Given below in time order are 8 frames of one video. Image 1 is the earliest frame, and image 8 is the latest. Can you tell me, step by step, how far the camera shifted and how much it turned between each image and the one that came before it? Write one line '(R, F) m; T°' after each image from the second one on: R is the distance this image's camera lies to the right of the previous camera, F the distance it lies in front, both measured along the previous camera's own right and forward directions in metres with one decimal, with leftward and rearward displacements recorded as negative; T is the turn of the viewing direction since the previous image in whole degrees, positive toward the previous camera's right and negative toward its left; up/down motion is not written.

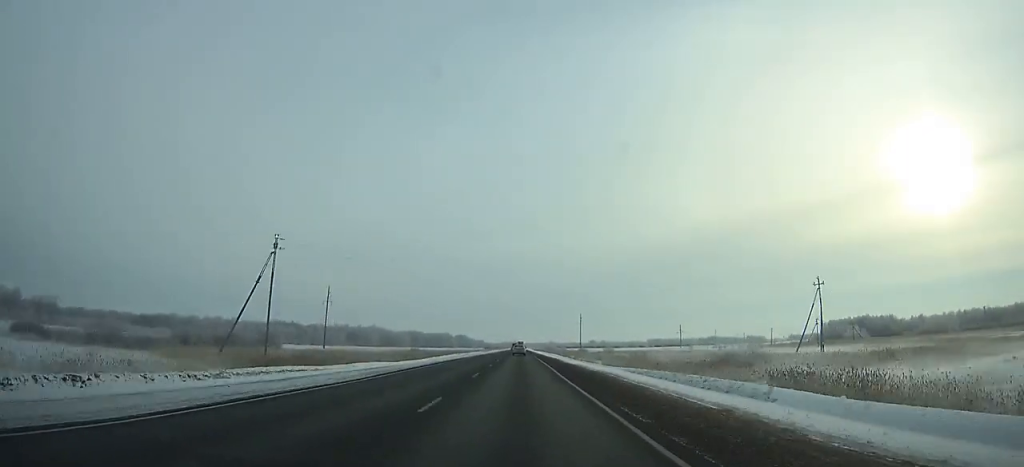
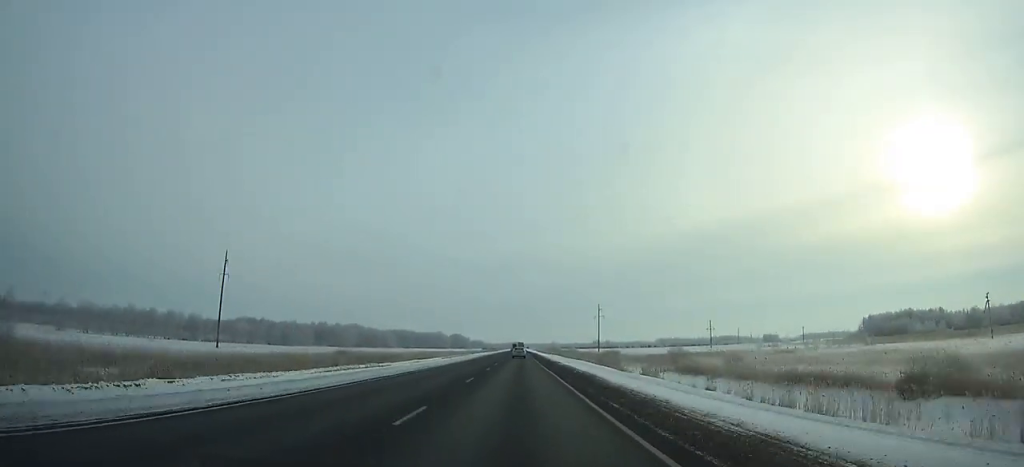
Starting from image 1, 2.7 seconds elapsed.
(-0.1, +73.0) m; 0°
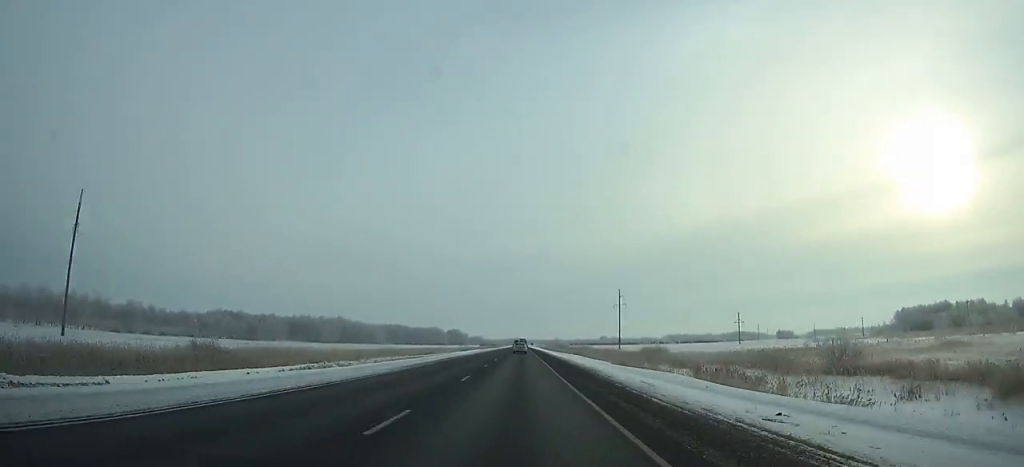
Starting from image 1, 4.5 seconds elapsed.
(-0.1, +48.8) m; 0°
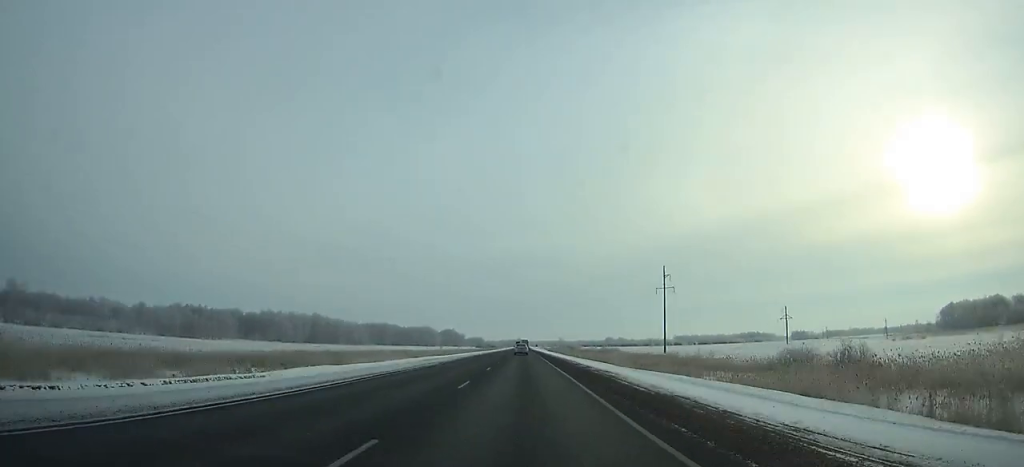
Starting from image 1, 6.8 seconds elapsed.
(-0.1, +62.8) m; 0°
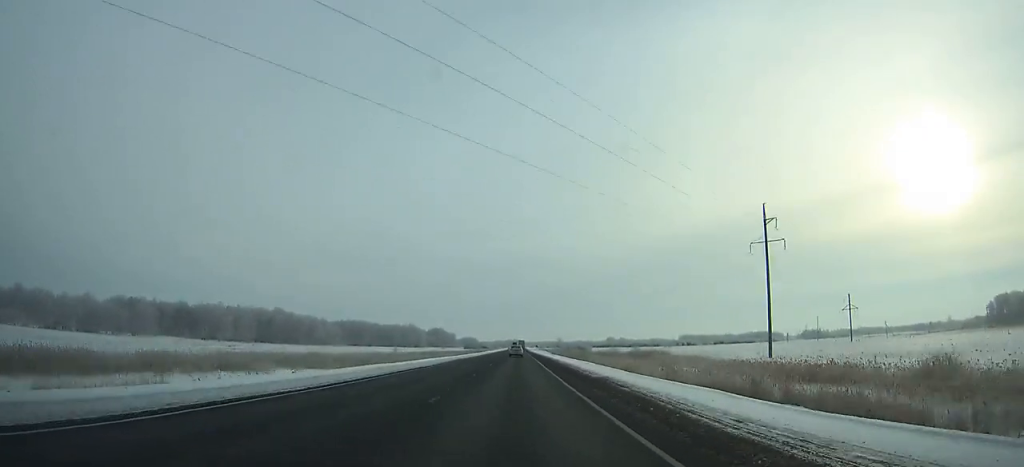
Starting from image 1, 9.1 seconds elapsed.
(0.0, +62.8) m; 0°
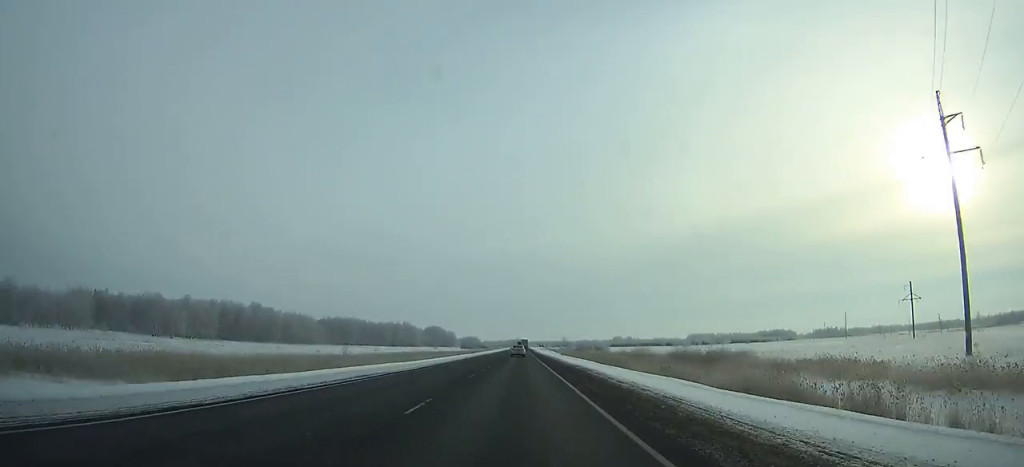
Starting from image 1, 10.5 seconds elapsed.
(0.0, +38.3) m; 0°
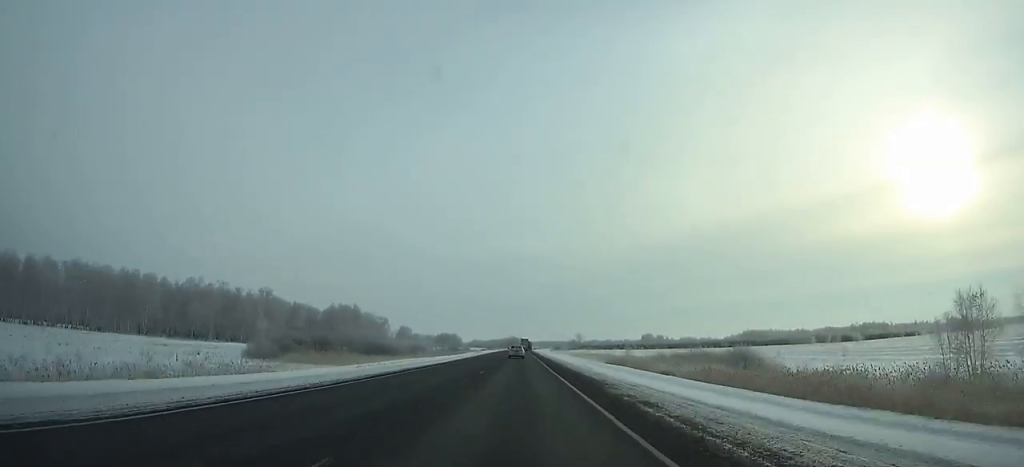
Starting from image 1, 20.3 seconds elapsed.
(+1.2, +268.8) m; 0°
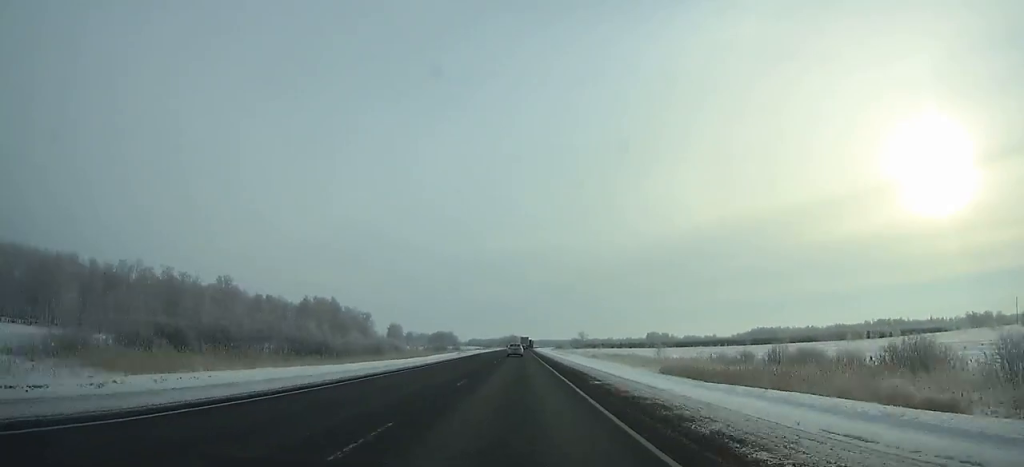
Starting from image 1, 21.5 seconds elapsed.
(0.0, +33.0) m; 0°
